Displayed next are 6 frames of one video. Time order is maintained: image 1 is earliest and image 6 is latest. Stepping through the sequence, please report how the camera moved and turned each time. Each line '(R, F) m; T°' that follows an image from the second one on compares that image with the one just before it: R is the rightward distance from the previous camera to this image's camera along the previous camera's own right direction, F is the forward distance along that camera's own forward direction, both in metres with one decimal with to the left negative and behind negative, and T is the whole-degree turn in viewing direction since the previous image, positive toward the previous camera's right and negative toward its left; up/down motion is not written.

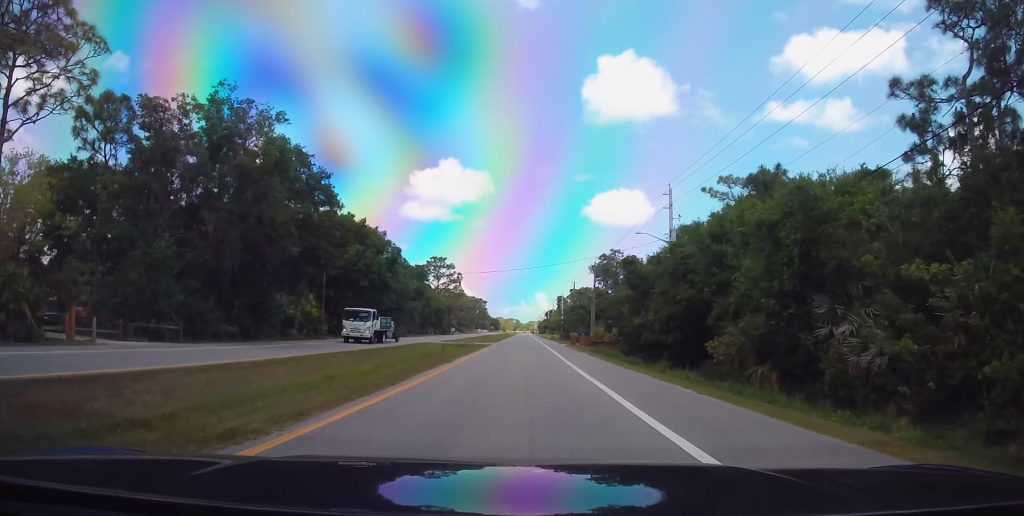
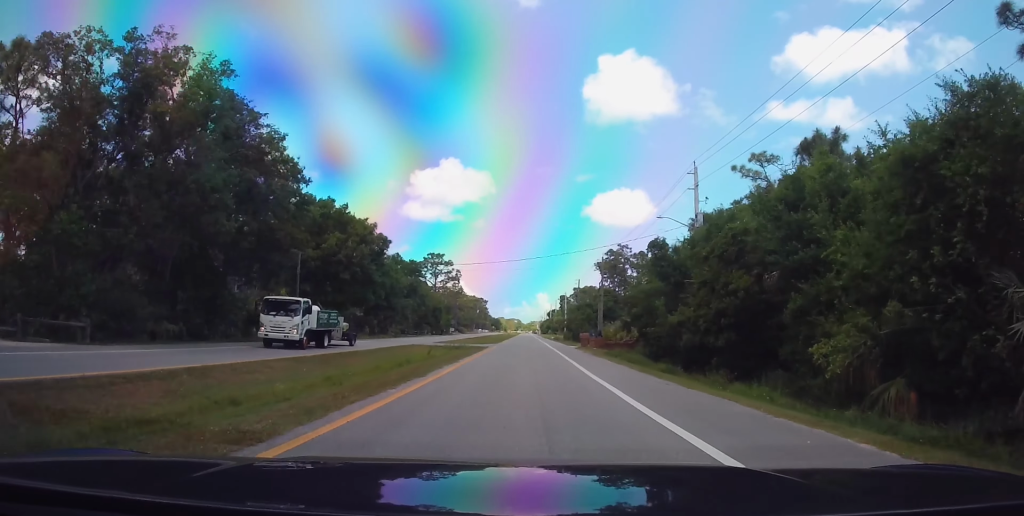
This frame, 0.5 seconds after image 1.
(0.0, +7.1) m; 0°
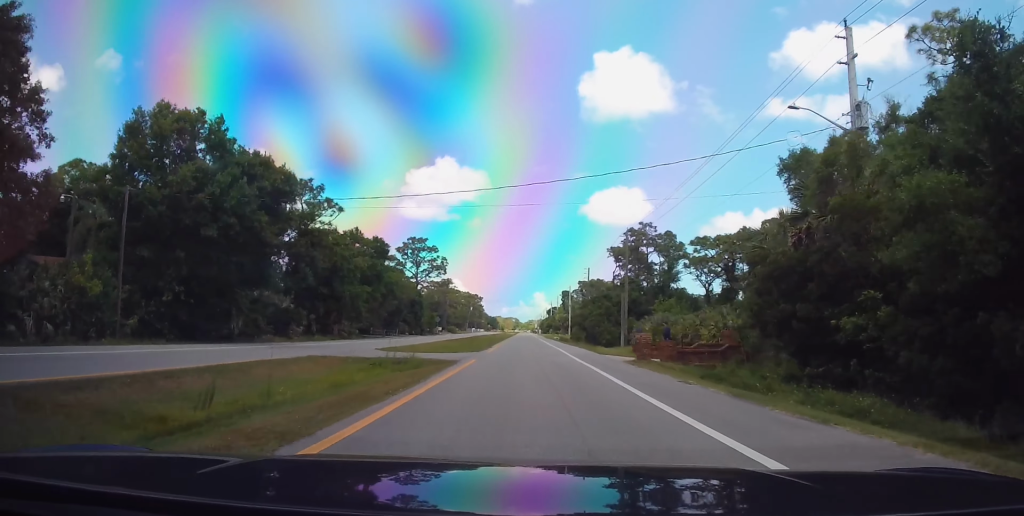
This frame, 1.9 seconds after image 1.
(-0.2, +22.6) m; -2°
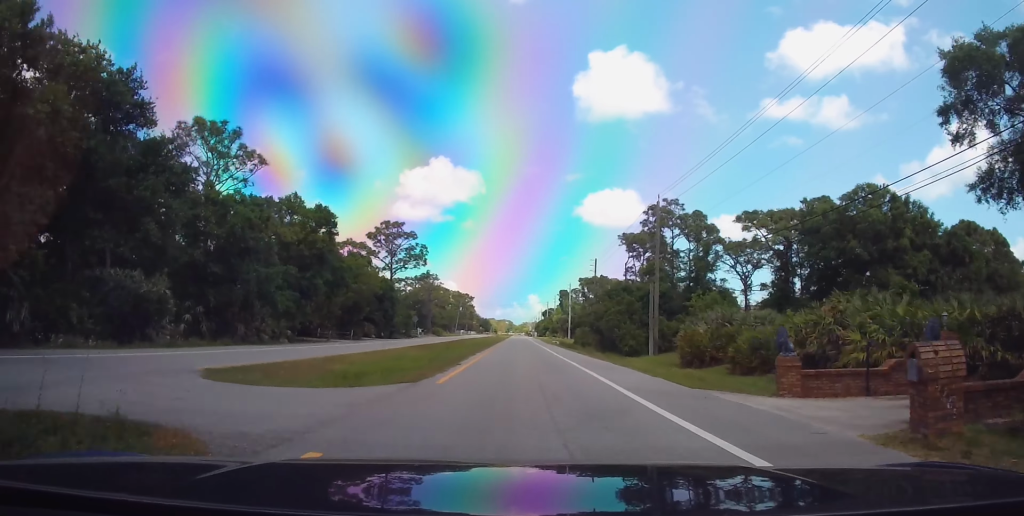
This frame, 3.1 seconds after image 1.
(-0.2, +18.3) m; +1°
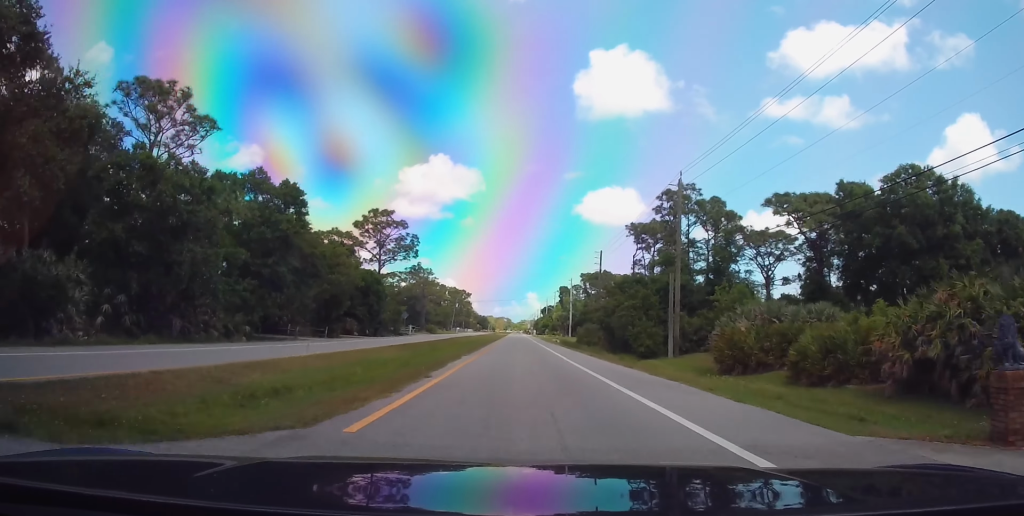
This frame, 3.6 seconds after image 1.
(+0.1, +7.4) m; +1°
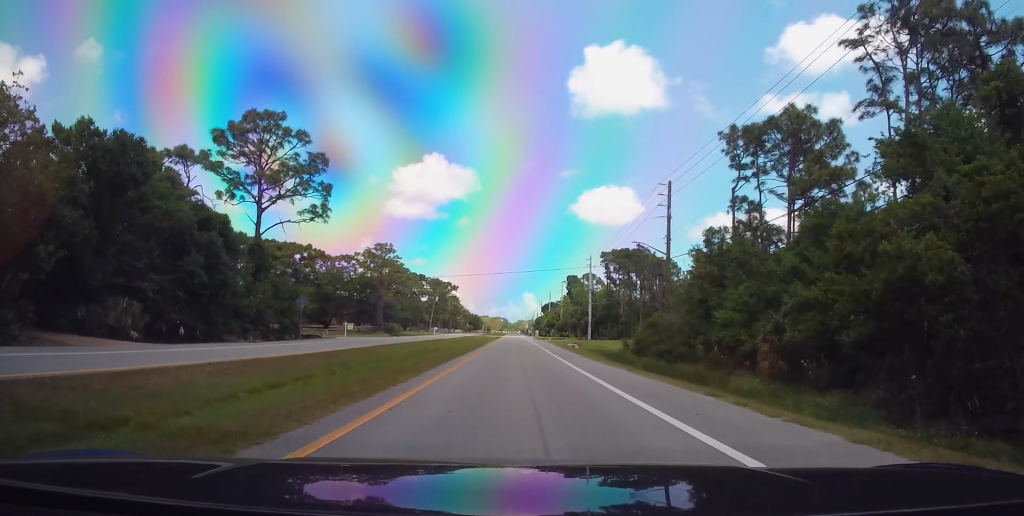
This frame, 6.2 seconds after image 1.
(+0.2, +41.8) m; 0°
